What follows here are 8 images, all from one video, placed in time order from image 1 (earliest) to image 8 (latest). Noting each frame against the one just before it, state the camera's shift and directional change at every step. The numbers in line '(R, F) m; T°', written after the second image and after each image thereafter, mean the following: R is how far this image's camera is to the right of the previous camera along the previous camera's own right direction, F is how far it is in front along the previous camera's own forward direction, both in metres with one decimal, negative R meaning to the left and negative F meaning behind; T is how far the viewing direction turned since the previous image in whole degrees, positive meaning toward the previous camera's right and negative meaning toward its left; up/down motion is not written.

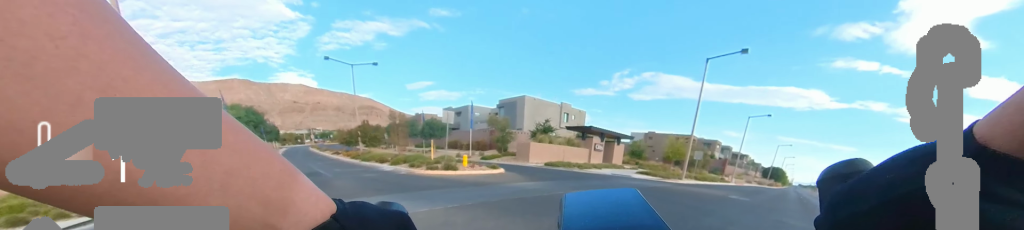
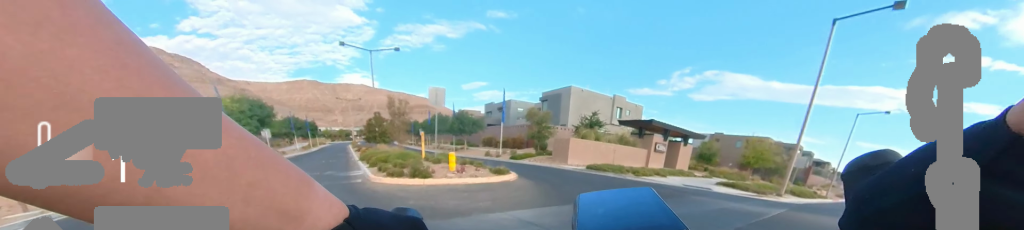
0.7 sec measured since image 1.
(-0.5, +5.7) m; -7°
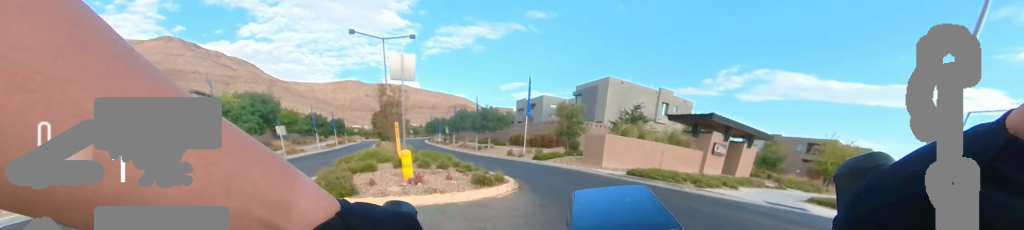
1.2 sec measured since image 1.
(+0.2, +3.9) m; -7°
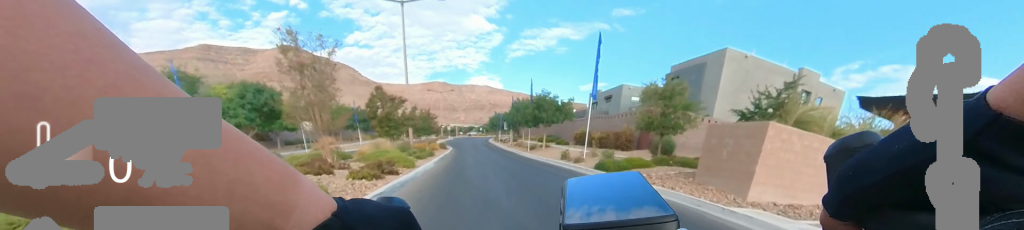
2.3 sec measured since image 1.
(-1.5, +8.3) m; -24°
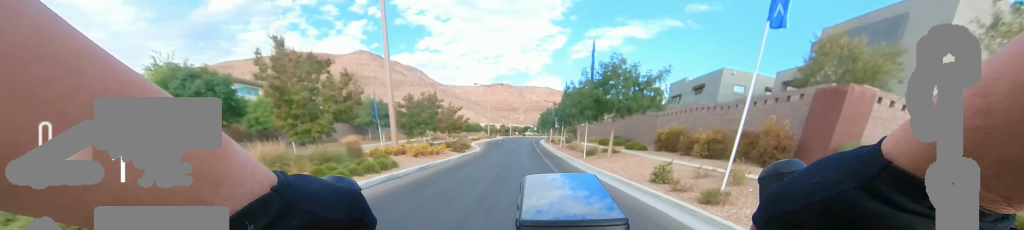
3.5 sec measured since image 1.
(-2.0, +8.9) m; -7°
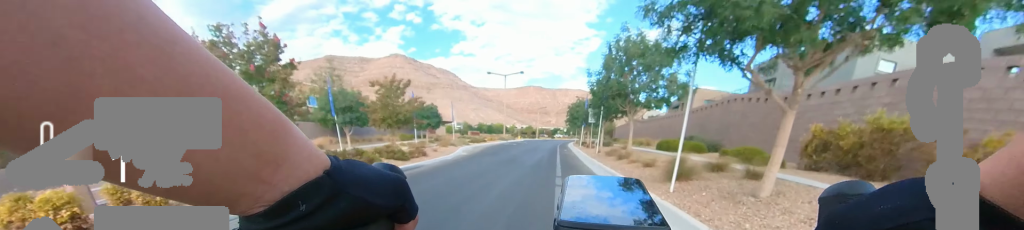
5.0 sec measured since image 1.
(+0.8, +10.6) m; -4°
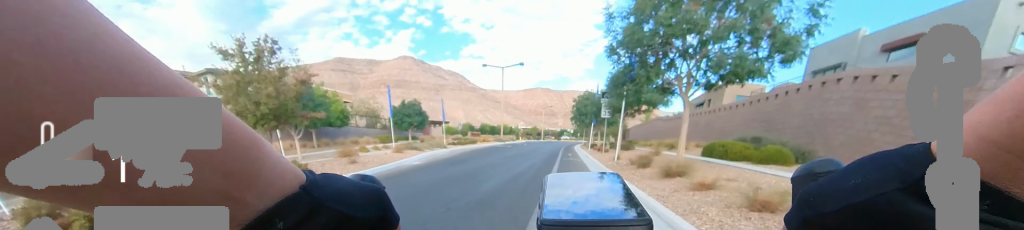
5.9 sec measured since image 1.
(-0.6, +5.7) m; -7°
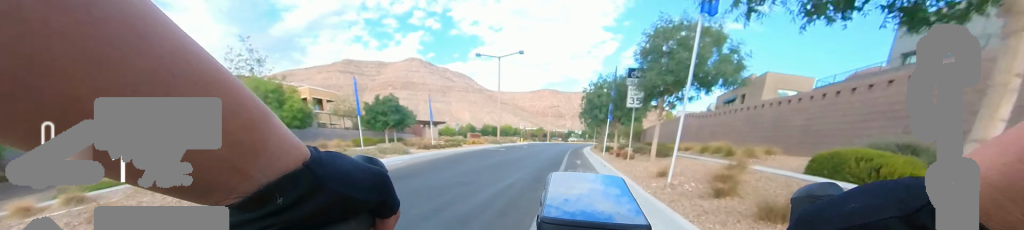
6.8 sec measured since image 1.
(-0.1, +5.6) m; -1°
